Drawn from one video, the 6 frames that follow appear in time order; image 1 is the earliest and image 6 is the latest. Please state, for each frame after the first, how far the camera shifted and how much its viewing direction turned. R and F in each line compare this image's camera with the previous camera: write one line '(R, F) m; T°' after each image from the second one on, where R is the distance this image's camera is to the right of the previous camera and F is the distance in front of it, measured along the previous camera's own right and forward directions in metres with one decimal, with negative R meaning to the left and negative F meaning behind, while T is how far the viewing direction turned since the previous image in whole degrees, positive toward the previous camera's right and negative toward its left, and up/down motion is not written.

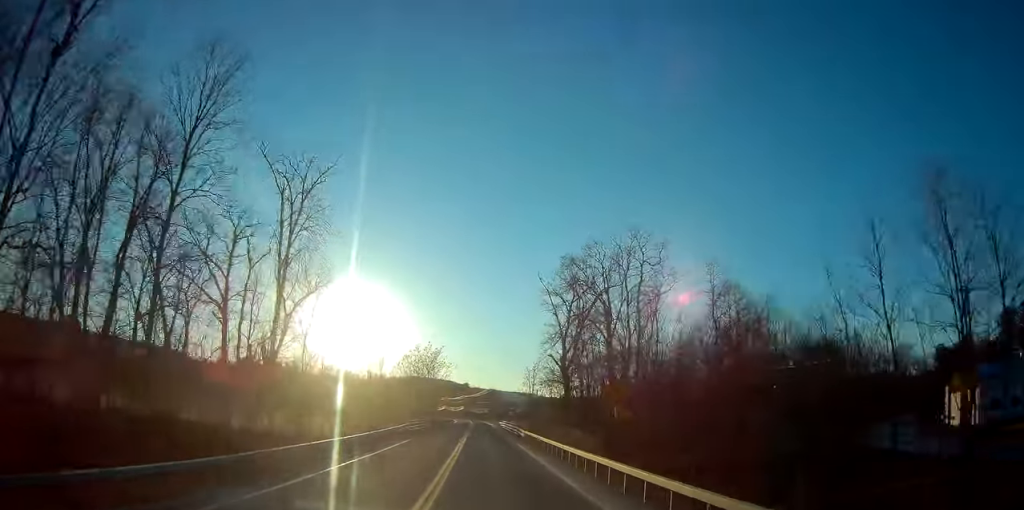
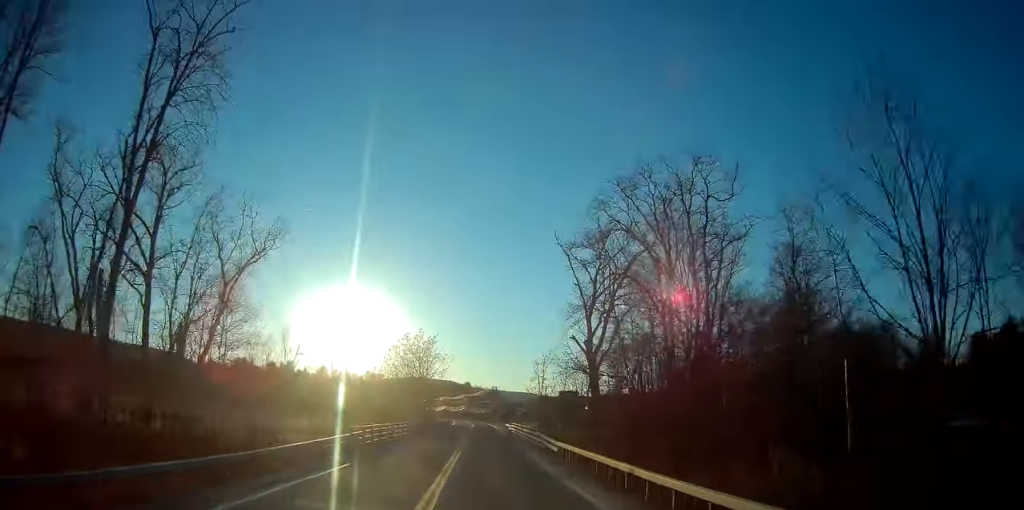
(-0.1, +18.2) m; -1°
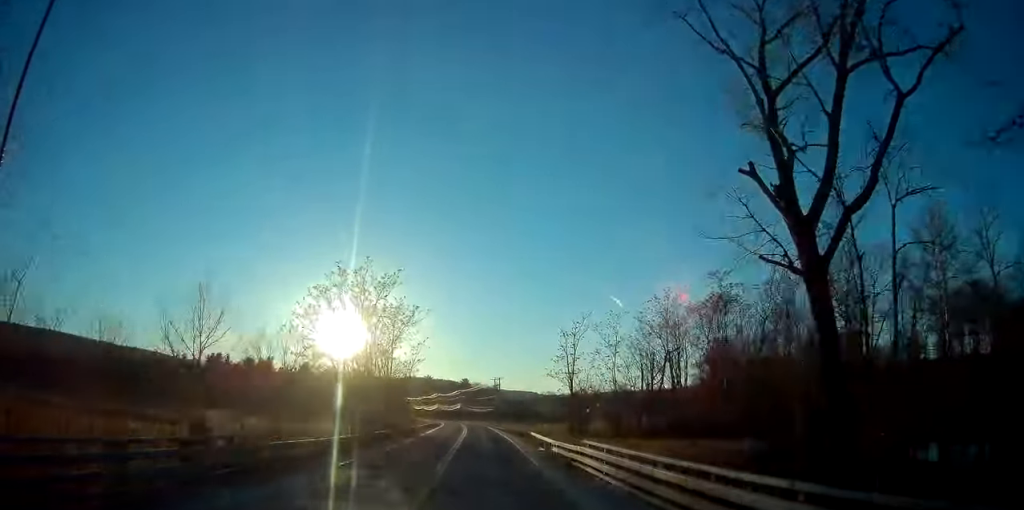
(-0.4, +43.6) m; 0°
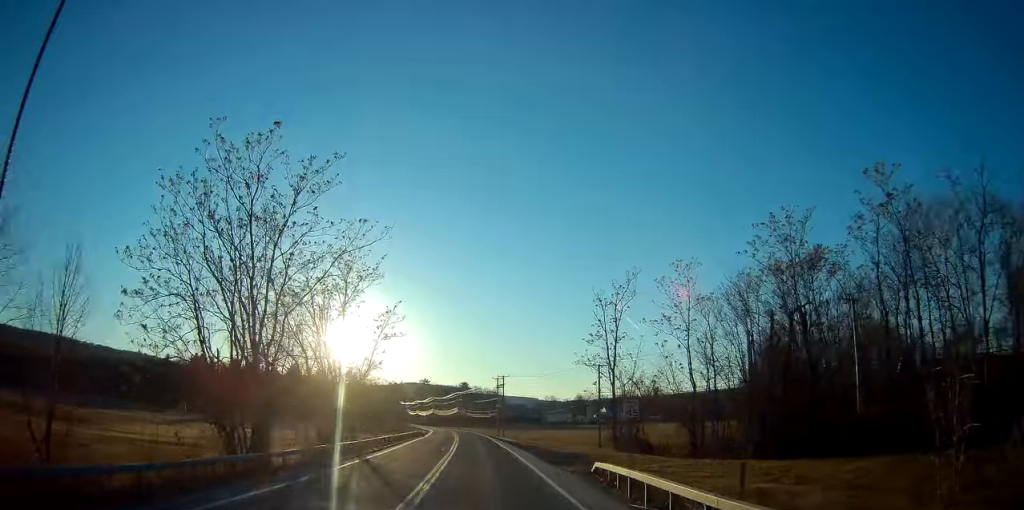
(+0.2, +25.7) m; 0°
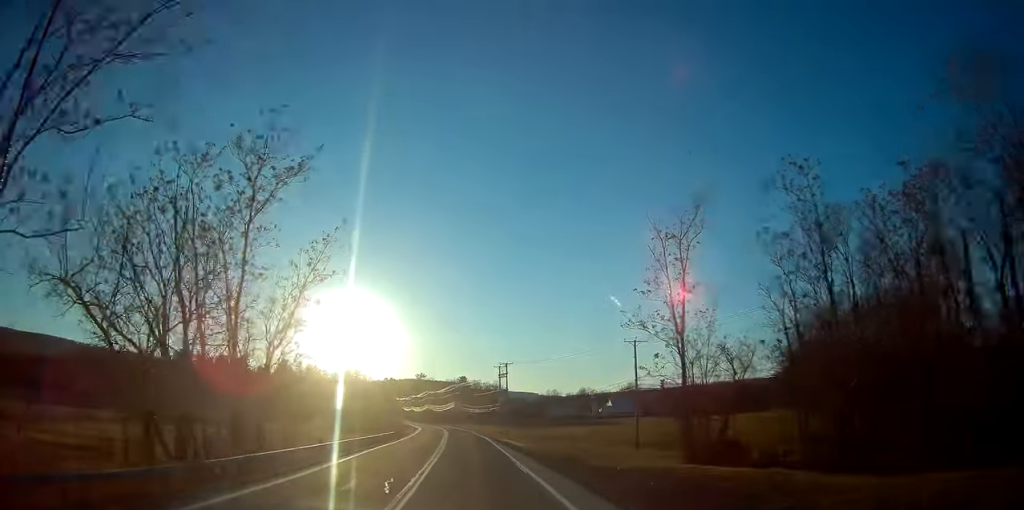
(-0.3, +19.9) m; 0°
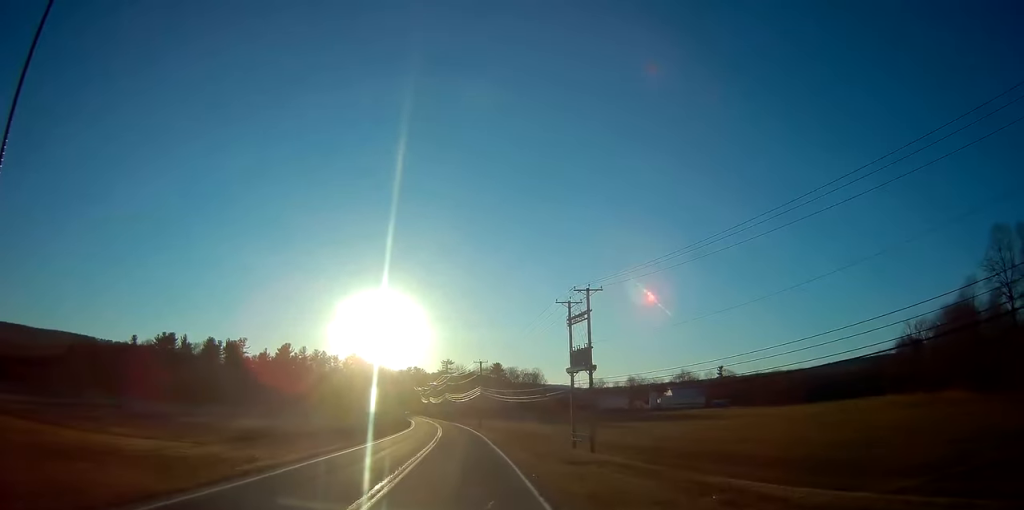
(-1.5, +58.3) m; -3°
